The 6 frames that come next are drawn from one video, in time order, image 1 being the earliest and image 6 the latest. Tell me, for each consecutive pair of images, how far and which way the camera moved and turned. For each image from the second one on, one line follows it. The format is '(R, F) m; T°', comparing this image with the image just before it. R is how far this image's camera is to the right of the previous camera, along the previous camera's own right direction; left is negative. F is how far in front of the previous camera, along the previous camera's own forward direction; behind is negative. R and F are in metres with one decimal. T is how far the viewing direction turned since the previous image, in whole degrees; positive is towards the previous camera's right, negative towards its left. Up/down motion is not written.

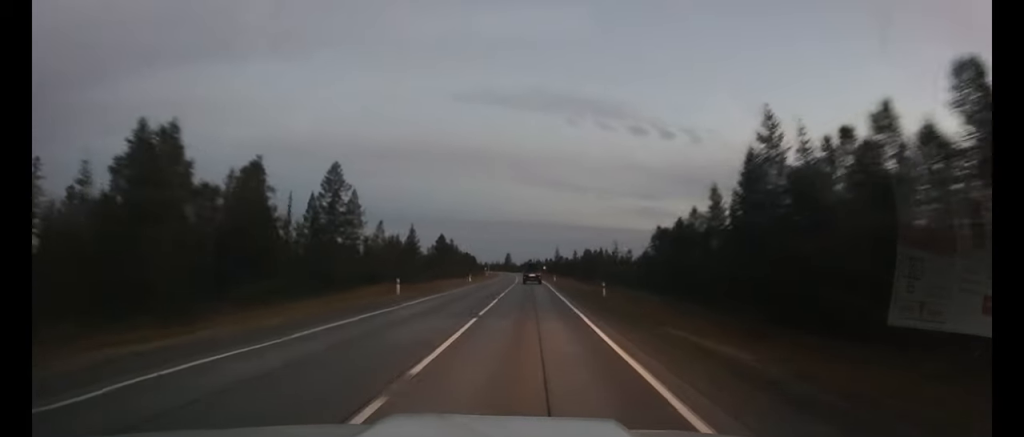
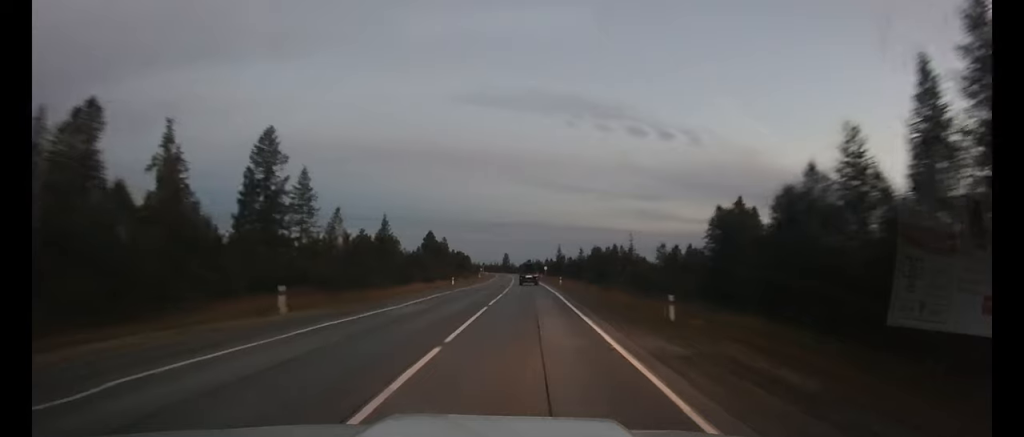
(0.0, +18.0) m; 0°
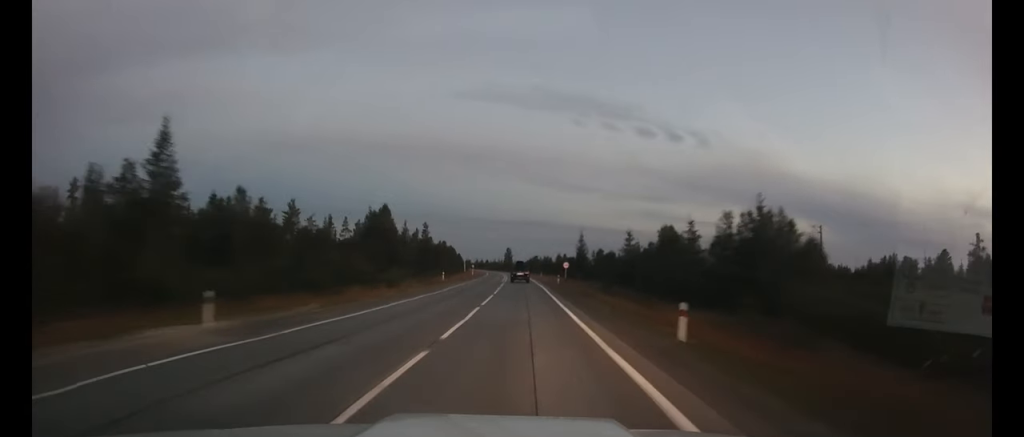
(0.0, +54.0) m; 0°
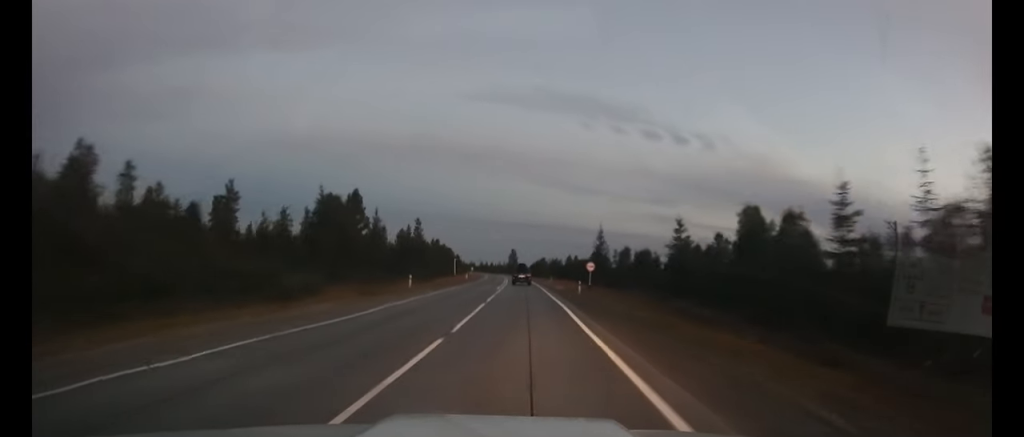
(-0.1, +20.7) m; -1°
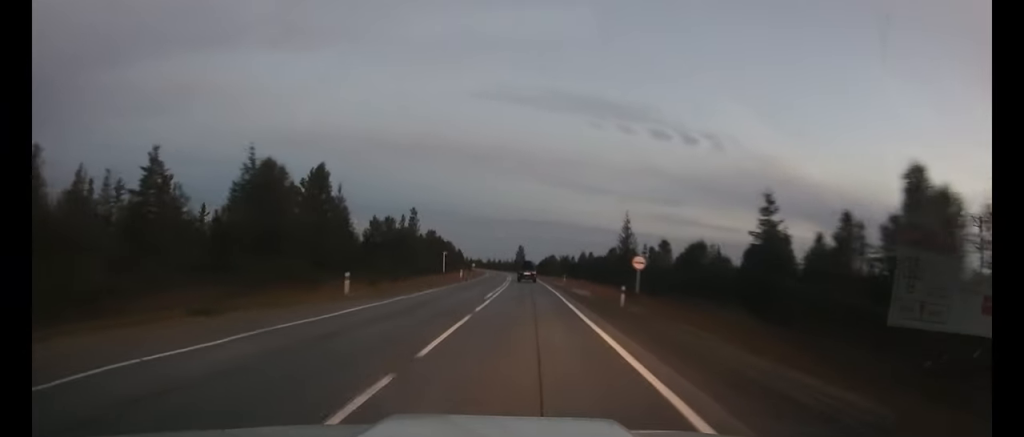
(-0.1, +17.1) m; -1°
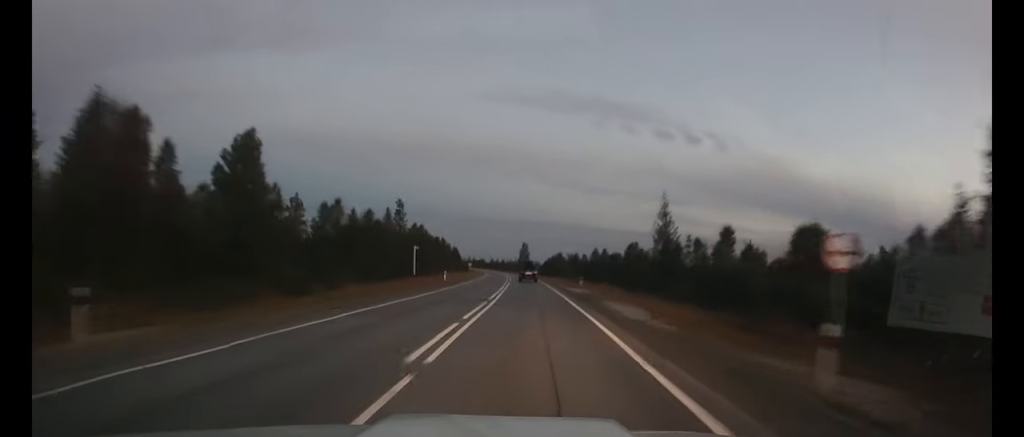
(-0.1, +18.4) m; 0°
